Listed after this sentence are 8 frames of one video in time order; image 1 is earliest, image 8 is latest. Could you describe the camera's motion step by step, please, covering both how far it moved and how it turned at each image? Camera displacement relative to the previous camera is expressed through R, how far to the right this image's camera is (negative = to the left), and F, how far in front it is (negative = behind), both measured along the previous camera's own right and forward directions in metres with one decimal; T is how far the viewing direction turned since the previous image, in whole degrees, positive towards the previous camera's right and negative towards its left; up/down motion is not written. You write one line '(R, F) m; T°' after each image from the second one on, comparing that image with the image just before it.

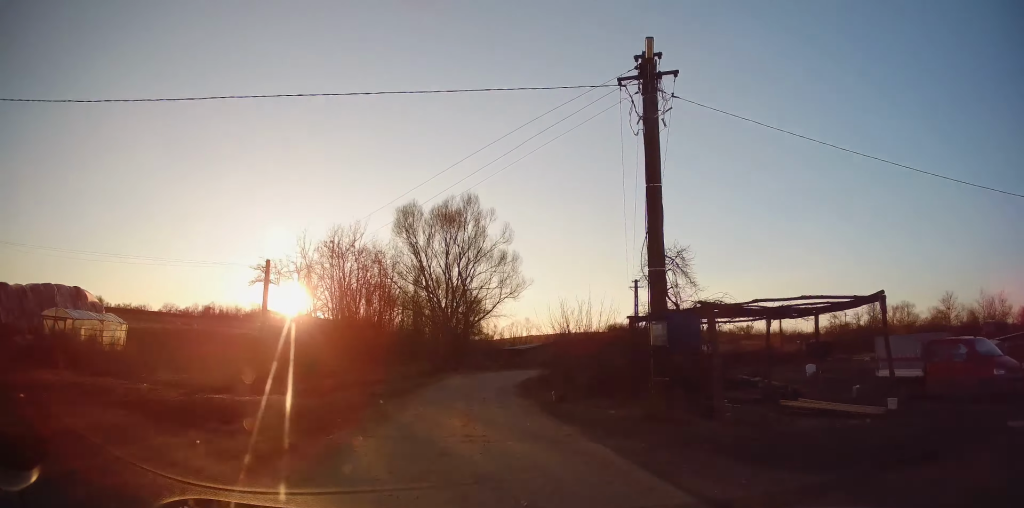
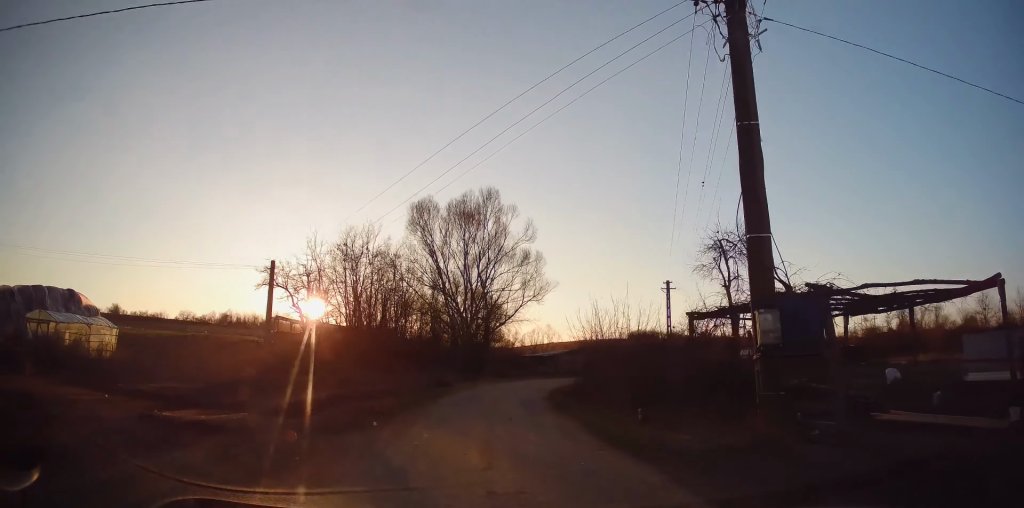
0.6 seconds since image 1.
(-0.1, +3.5) m; -1°
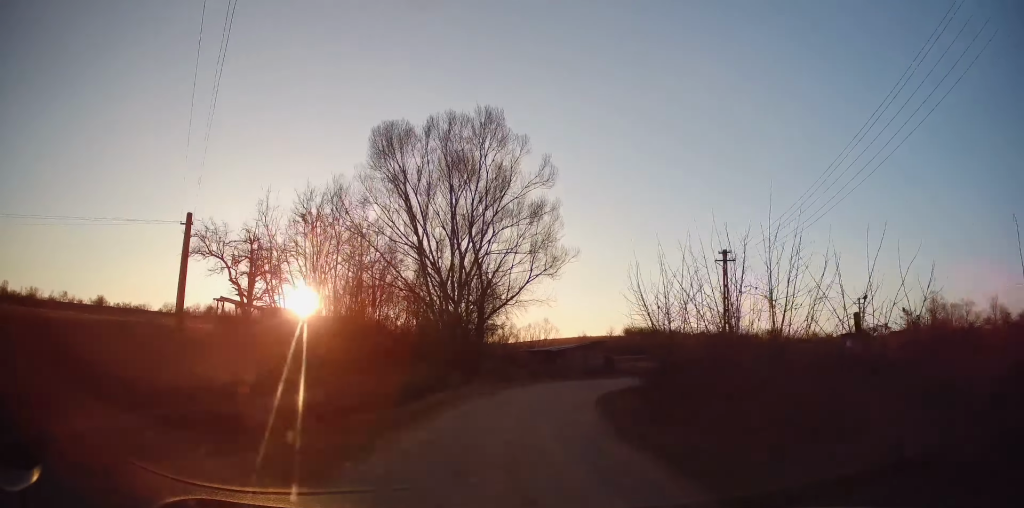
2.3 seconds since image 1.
(+0.1, +12.2) m; +4°
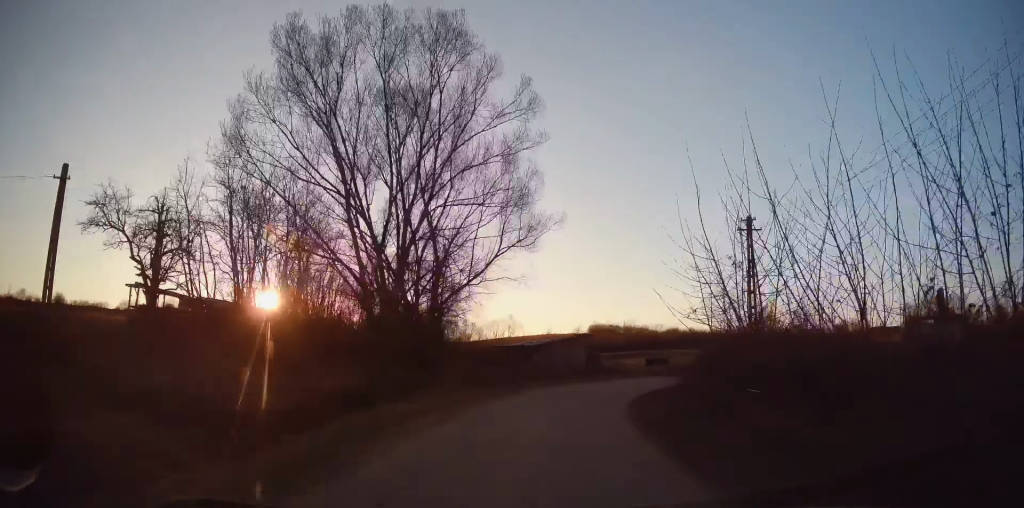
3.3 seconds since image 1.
(+0.4, +7.4) m; +3°
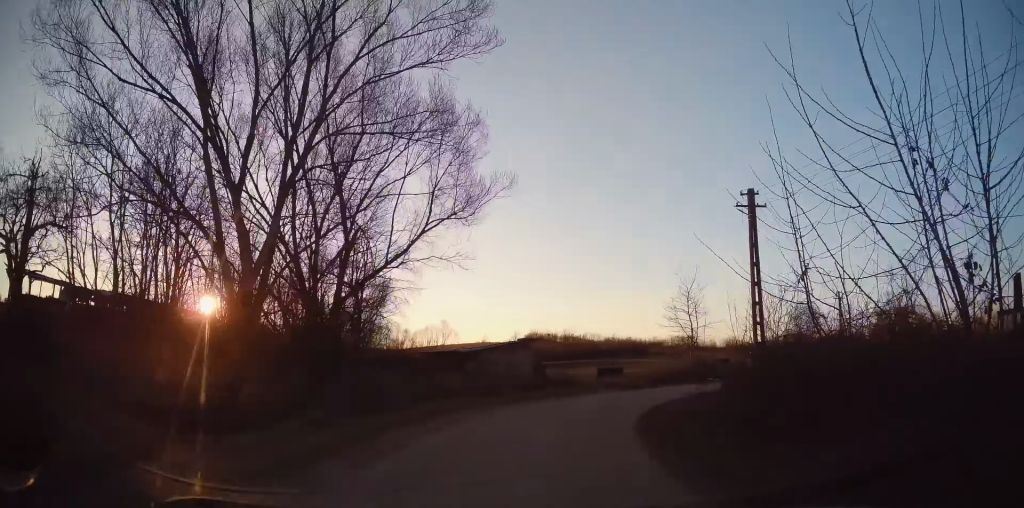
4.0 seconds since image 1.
(0.0, +6.2) m; +6°
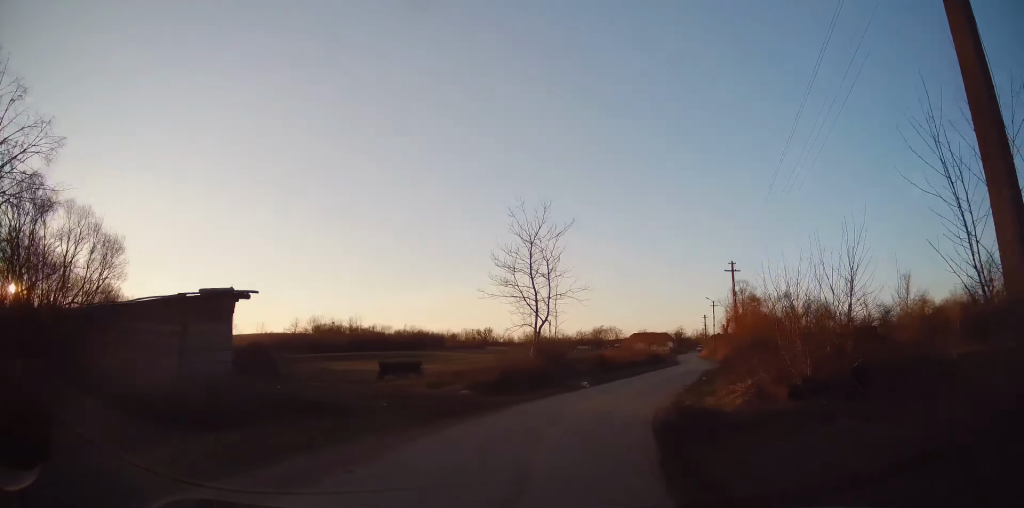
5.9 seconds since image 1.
(+3.0, +16.6) m; +20°
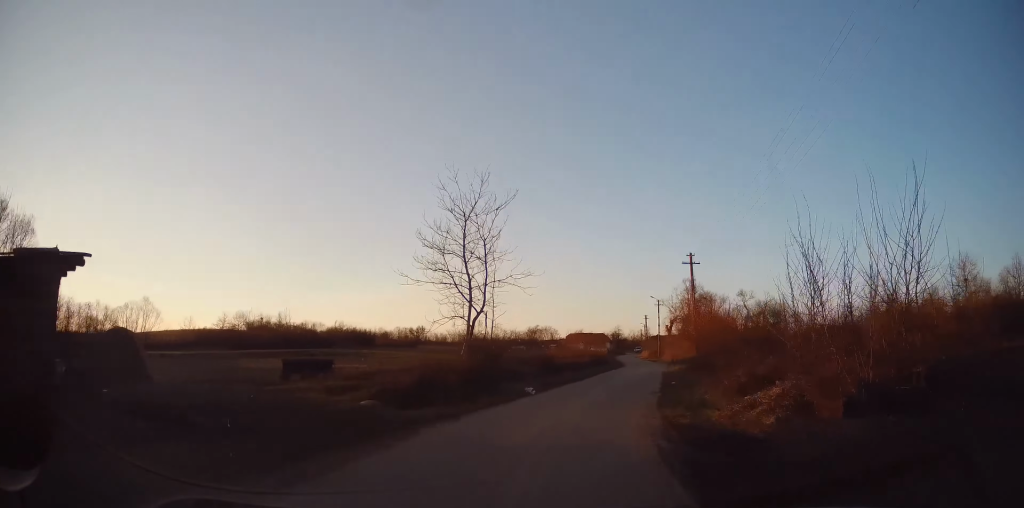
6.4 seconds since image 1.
(+0.1, +4.2) m; +6°
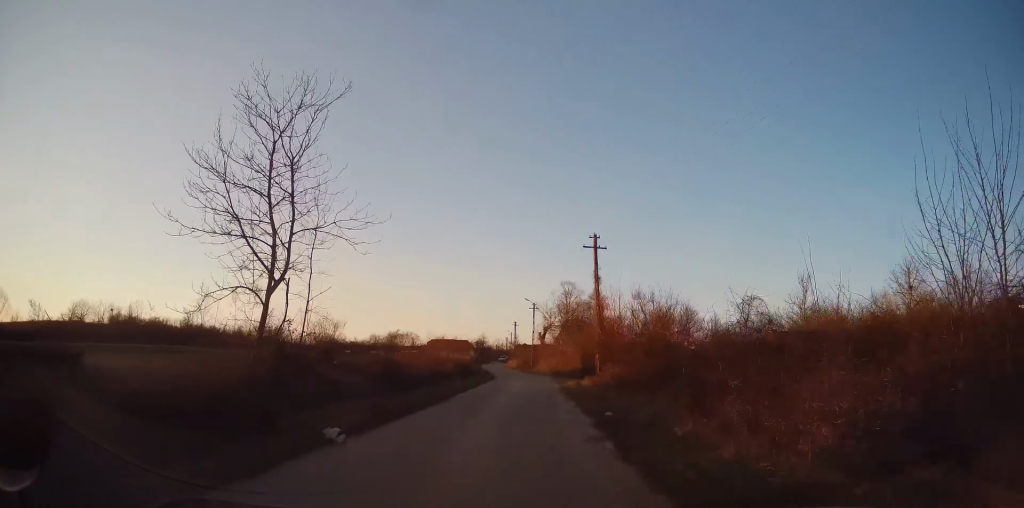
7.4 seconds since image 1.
(+1.0, +9.0) m; +13°
